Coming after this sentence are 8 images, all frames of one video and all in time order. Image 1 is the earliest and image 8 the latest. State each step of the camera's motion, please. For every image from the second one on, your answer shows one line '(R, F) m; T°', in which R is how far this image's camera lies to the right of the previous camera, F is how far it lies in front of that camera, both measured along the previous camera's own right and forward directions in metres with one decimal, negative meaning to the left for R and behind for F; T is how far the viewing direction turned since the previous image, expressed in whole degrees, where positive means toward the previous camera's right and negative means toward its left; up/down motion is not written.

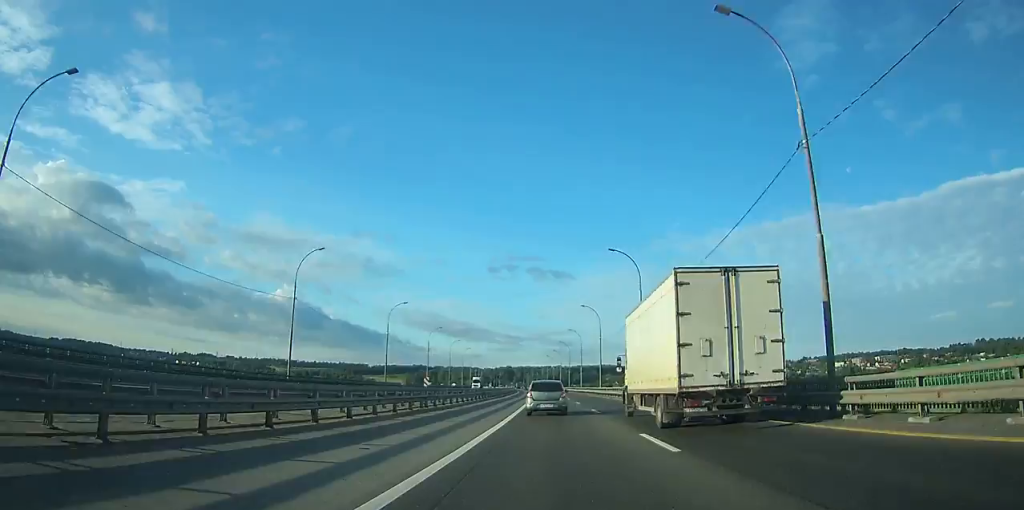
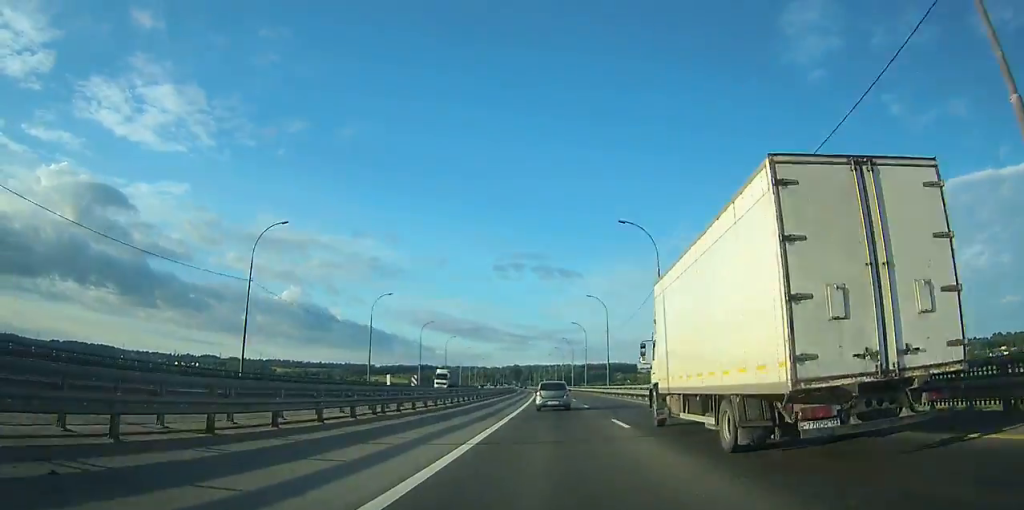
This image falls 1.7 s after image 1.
(+0.2, +42.2) m; 0°
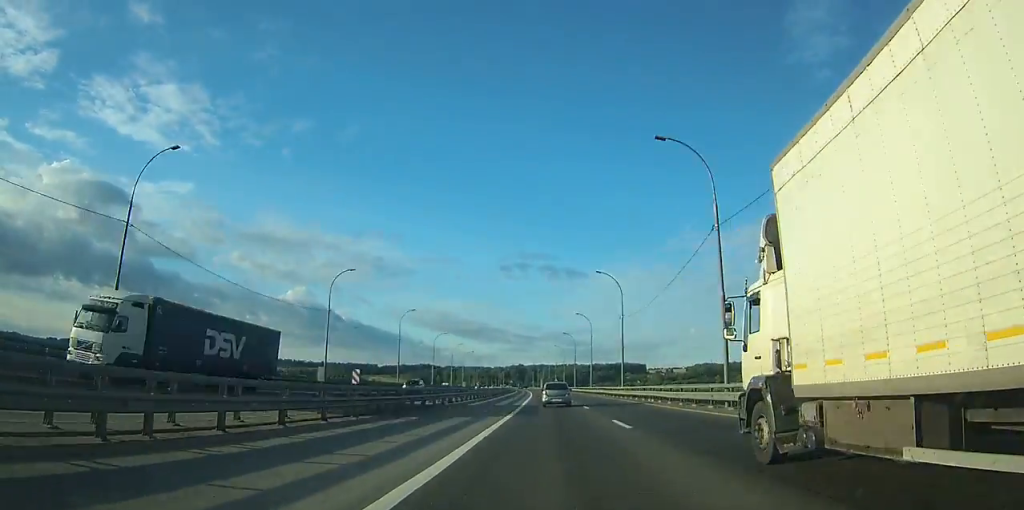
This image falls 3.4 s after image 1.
(-0.6, +47.4) m; -1°
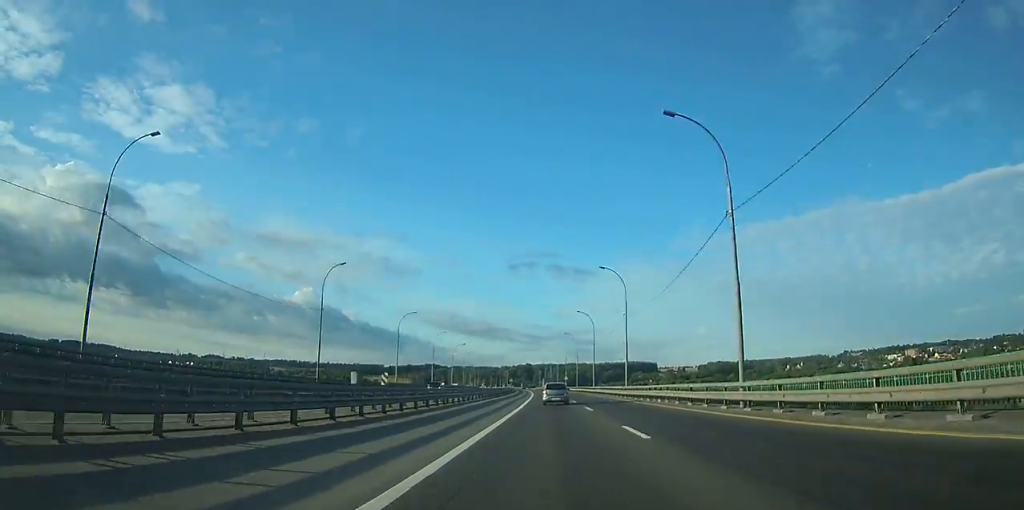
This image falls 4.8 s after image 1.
(-0.1, +36.3) m; -1°
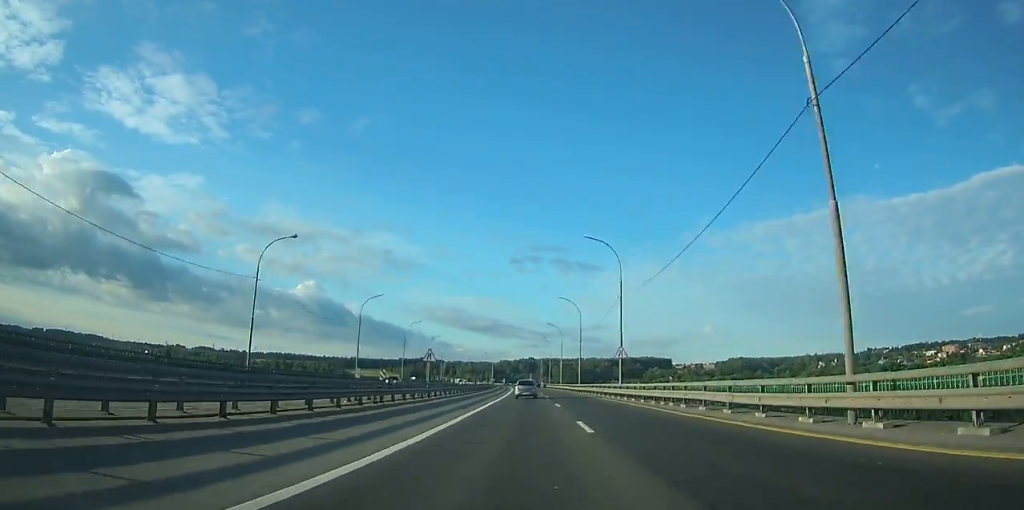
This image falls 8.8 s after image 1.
(-1.3, +115.8) m; -1°
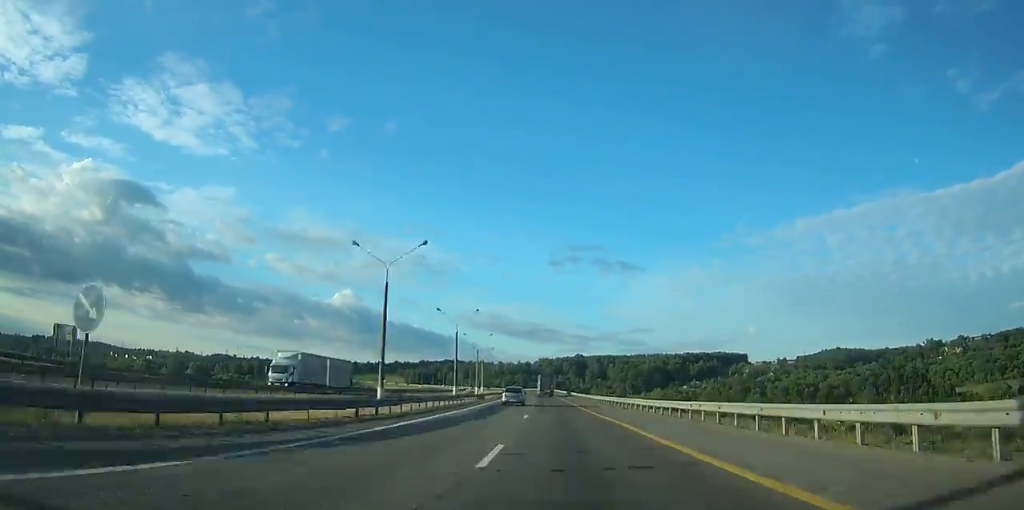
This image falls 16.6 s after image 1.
(-7.7, +217.2) m; -4°
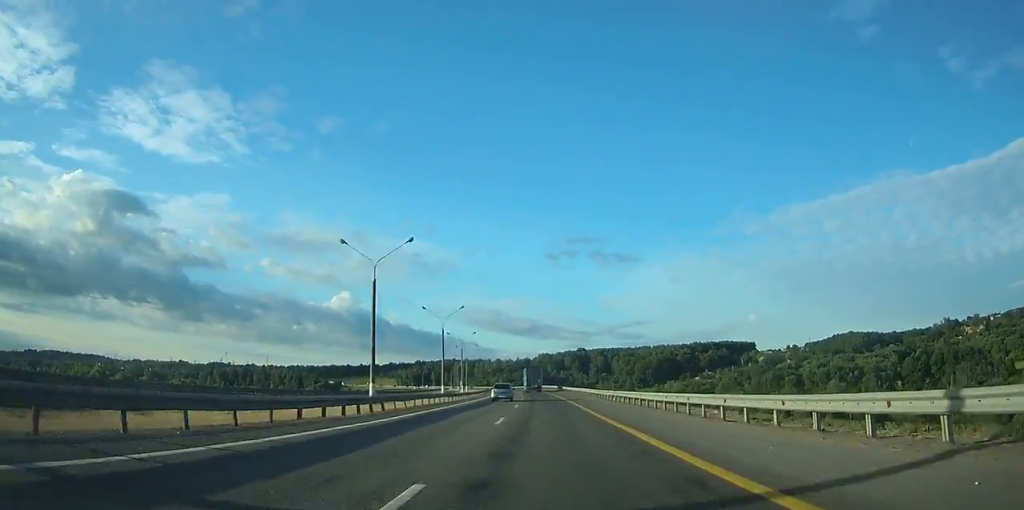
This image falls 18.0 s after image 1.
(-0.2, +39.3) m; -1°
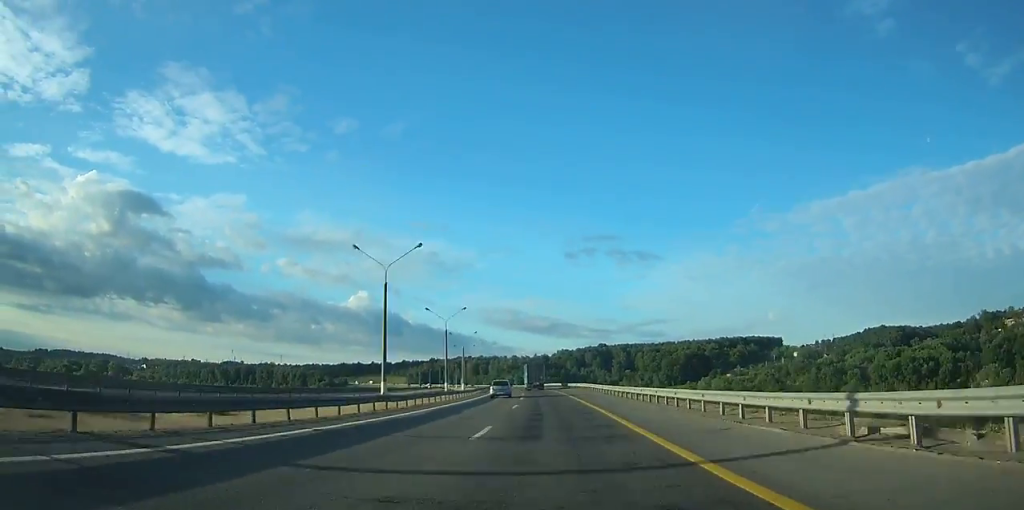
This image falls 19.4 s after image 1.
(-0.3, +35.7) m; -1°
